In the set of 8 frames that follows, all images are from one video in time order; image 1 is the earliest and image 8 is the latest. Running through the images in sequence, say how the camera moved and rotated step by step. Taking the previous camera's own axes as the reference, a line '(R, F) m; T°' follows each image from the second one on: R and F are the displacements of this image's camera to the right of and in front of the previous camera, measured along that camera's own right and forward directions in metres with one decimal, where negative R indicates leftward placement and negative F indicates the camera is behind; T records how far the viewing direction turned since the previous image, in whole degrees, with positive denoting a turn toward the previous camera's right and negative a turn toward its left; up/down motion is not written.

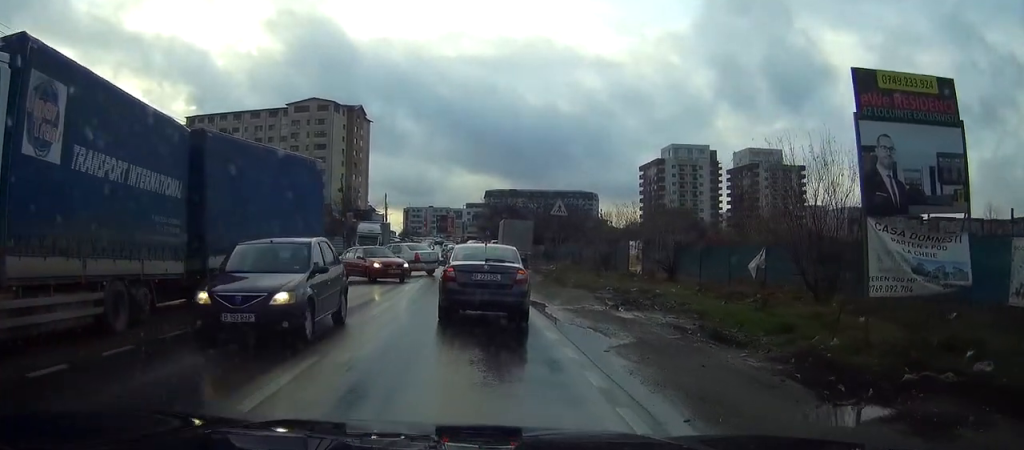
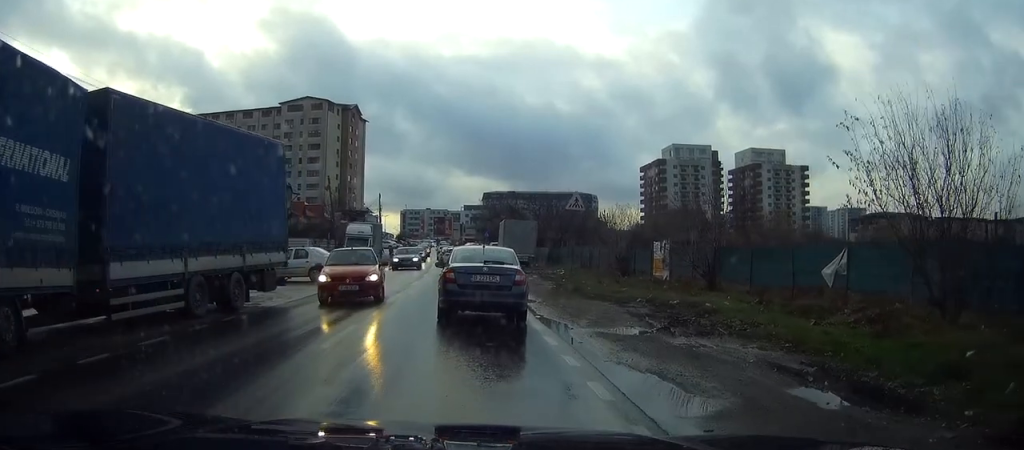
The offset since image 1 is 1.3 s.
(+0.1, +4.9) m; +1°
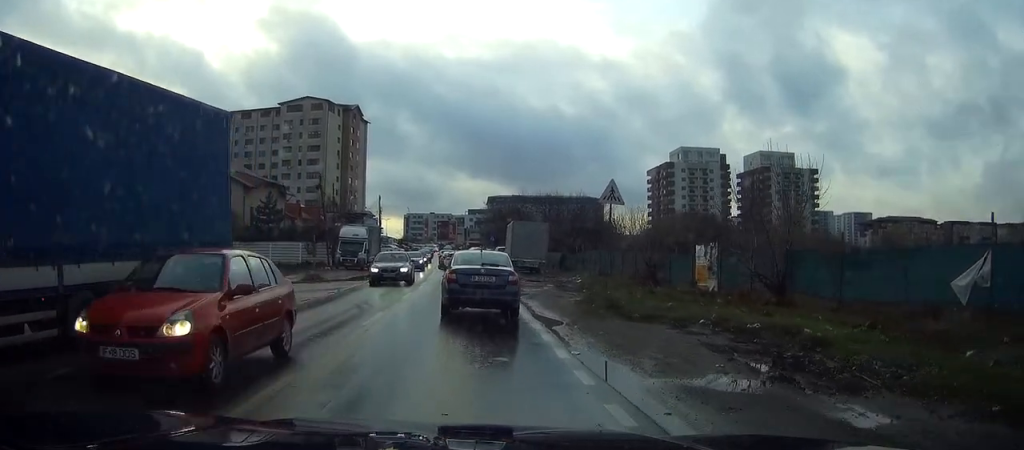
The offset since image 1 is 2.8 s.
(-0.1, +5.0) m; -3°
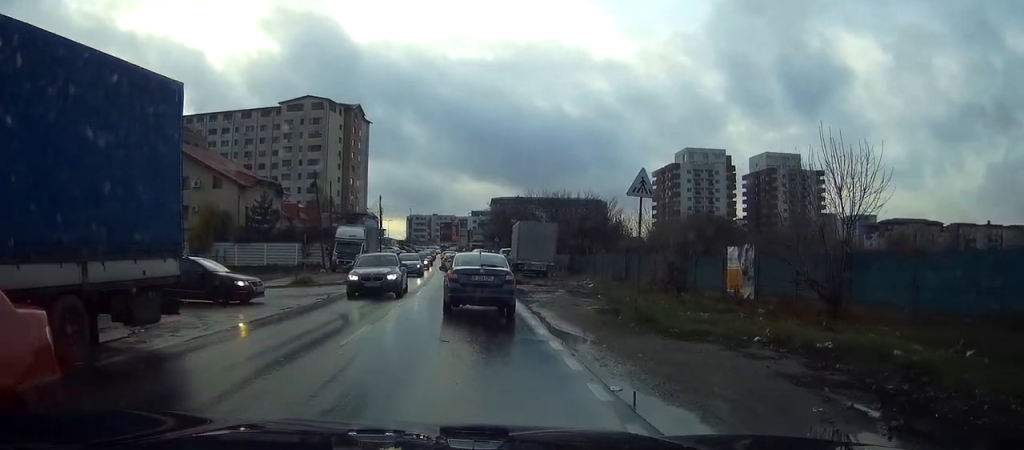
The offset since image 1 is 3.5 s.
(-0.1, +2.5) m; +1°
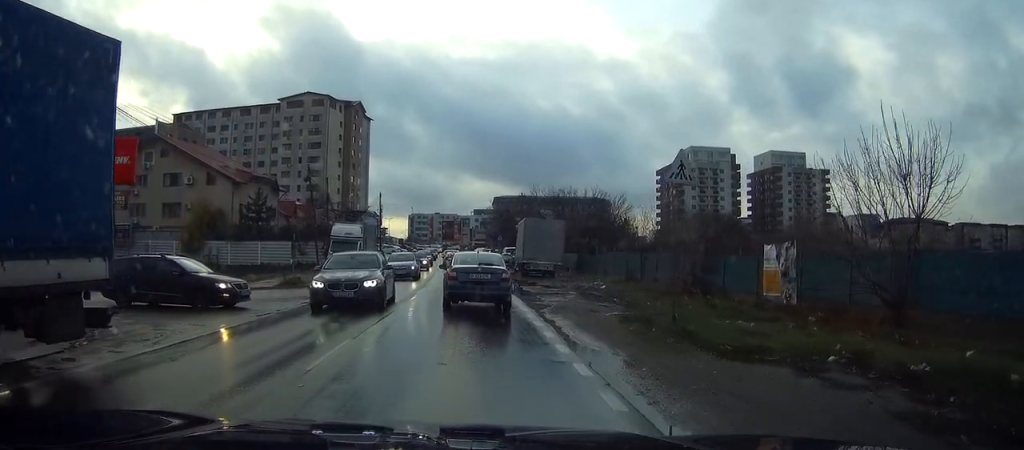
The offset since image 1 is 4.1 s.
(+0.1, +2.4) m; +1°
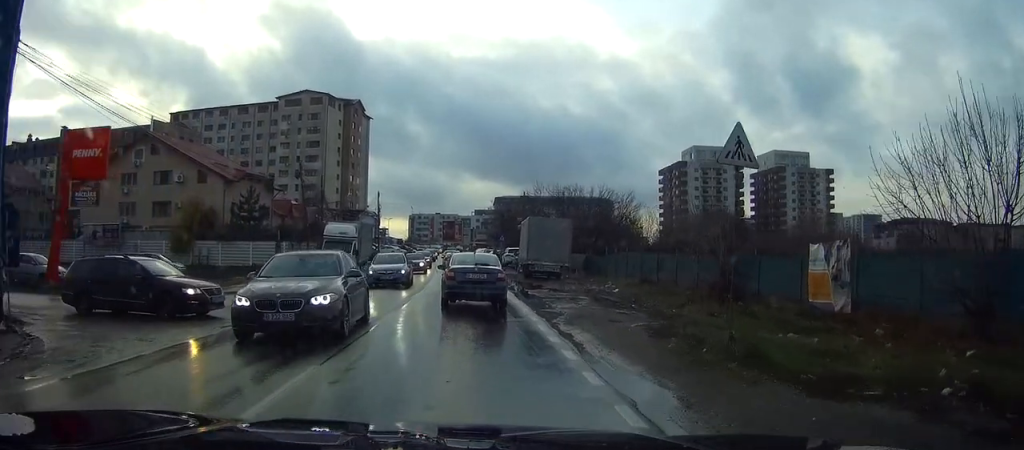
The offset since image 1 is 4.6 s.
(+0.1, +2.4) m; +1°
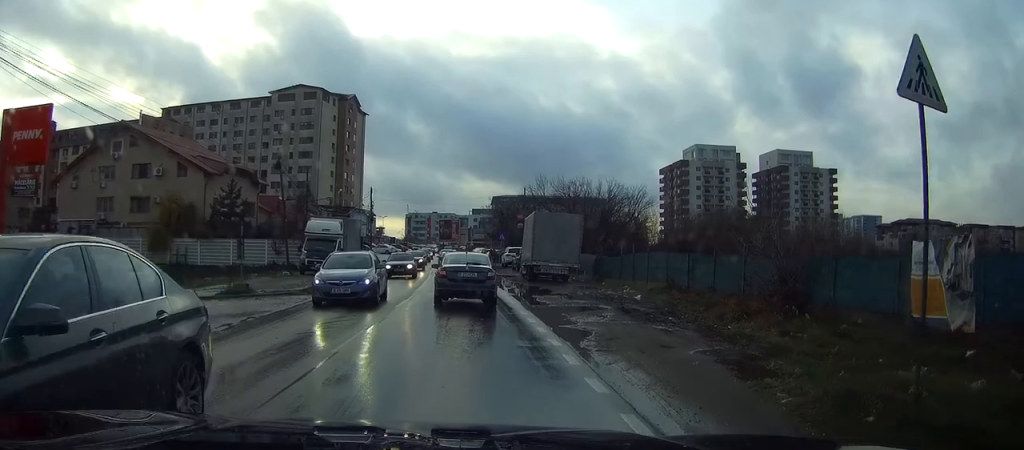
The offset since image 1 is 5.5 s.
(-0.1, +3.9) m; +2°
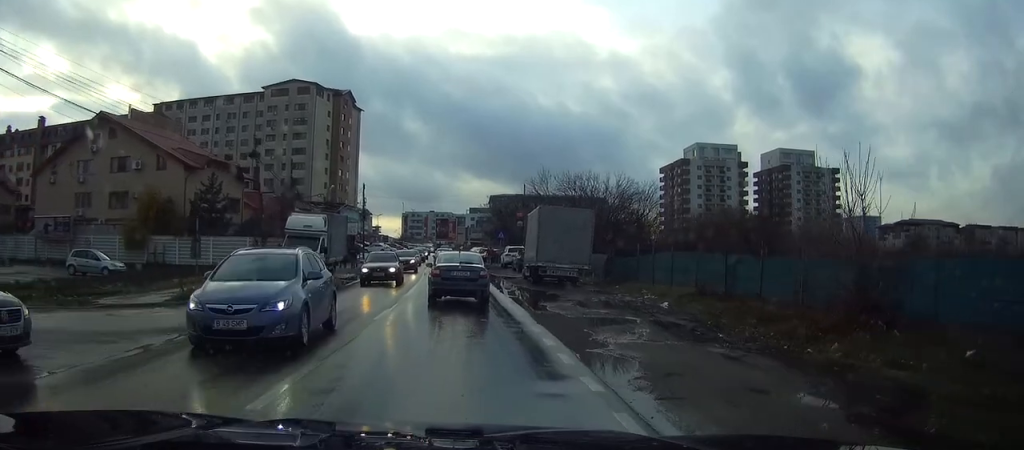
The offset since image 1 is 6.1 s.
(+0.1, +3.6) m; +2°
